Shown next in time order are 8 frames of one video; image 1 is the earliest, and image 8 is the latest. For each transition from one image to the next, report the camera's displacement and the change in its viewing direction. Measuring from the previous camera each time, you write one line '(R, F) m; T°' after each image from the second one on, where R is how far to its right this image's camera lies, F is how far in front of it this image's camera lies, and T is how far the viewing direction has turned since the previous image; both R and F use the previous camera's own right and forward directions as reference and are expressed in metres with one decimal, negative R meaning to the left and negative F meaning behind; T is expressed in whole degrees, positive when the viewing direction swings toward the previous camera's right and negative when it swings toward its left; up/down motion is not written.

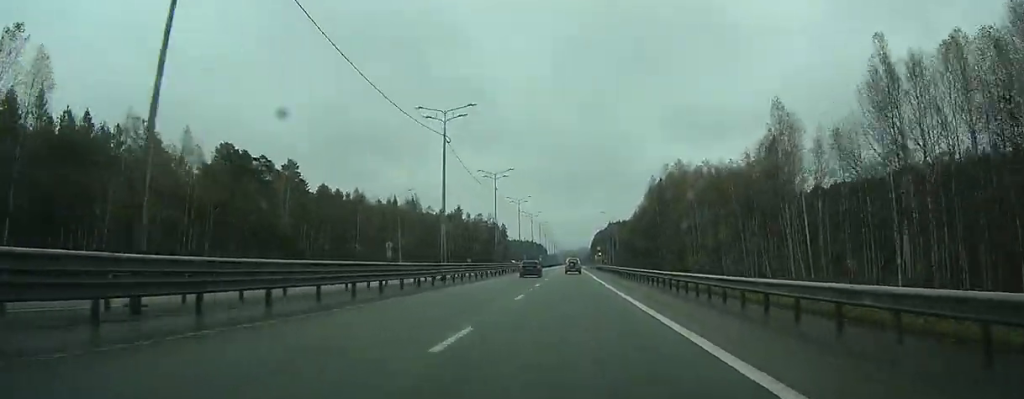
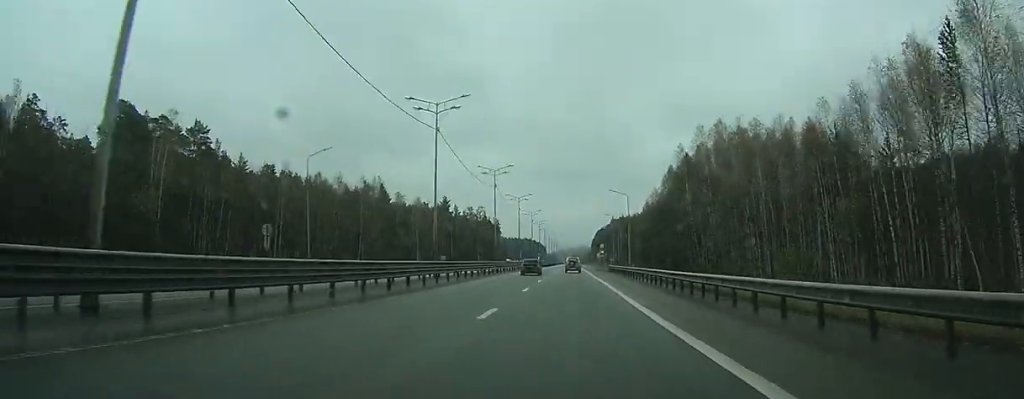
(0.0, +31.6) m; 0°
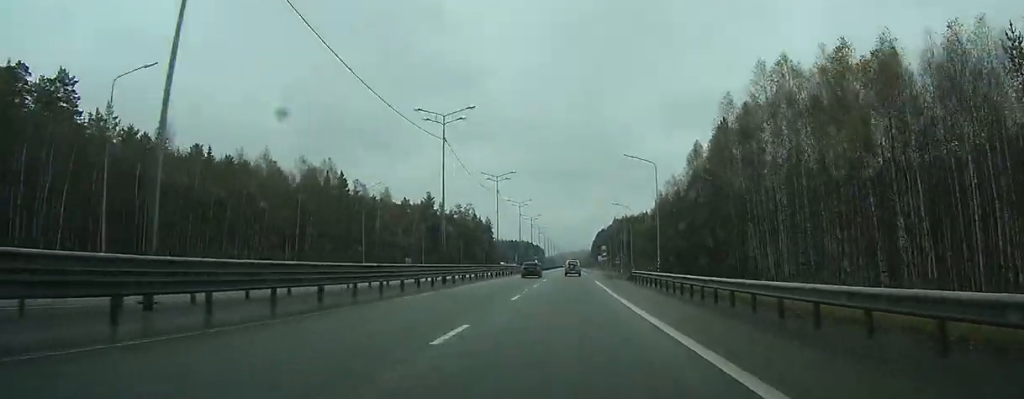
(0.0, +28.0) m; 0°
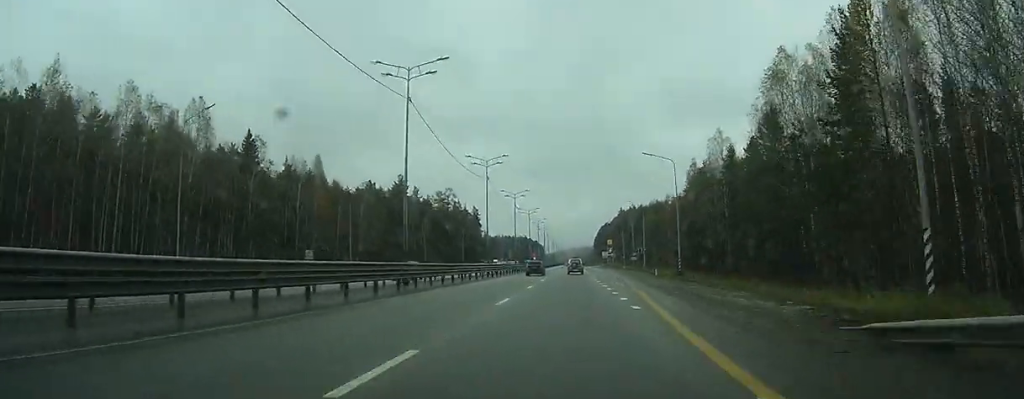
(0.0, +40.2) m; 0°
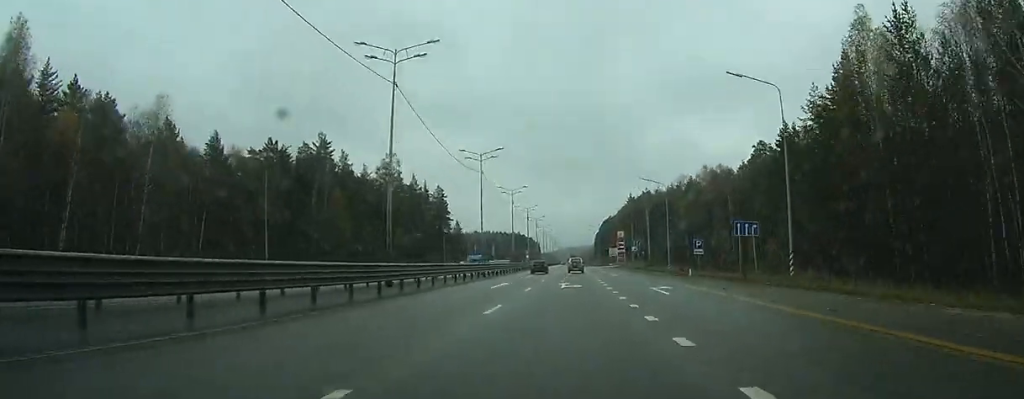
(-0.1, +62.9) m; 0°
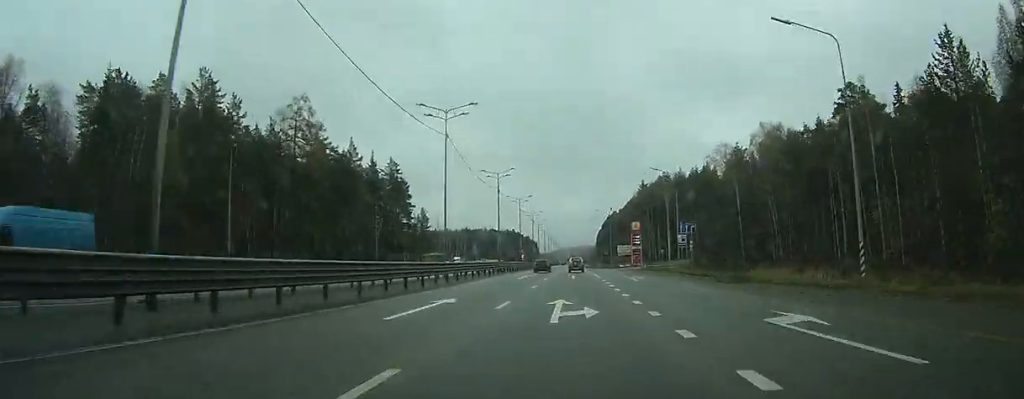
(0.0, +47.2) m; 0°
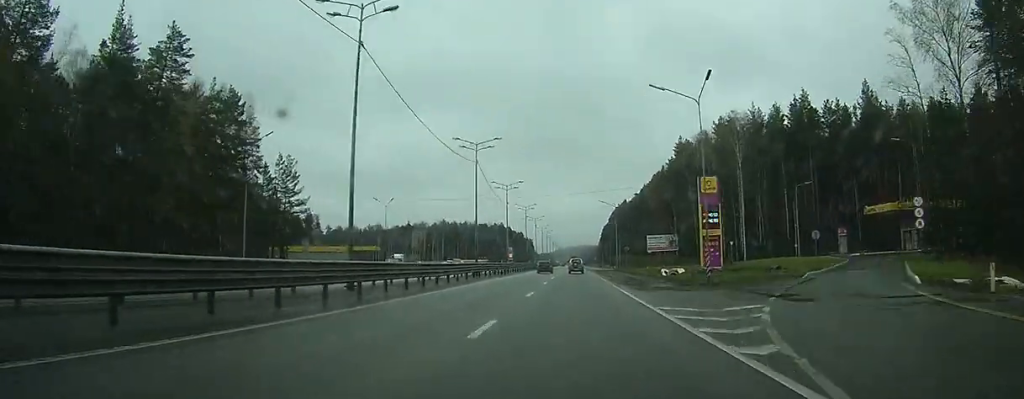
(-0.2, +78.5) m; 0°
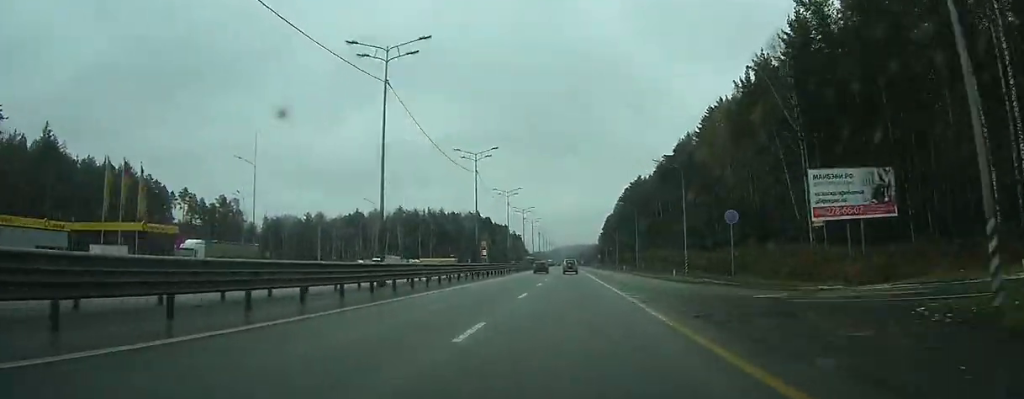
(0.0, +85.0) m; 0°
